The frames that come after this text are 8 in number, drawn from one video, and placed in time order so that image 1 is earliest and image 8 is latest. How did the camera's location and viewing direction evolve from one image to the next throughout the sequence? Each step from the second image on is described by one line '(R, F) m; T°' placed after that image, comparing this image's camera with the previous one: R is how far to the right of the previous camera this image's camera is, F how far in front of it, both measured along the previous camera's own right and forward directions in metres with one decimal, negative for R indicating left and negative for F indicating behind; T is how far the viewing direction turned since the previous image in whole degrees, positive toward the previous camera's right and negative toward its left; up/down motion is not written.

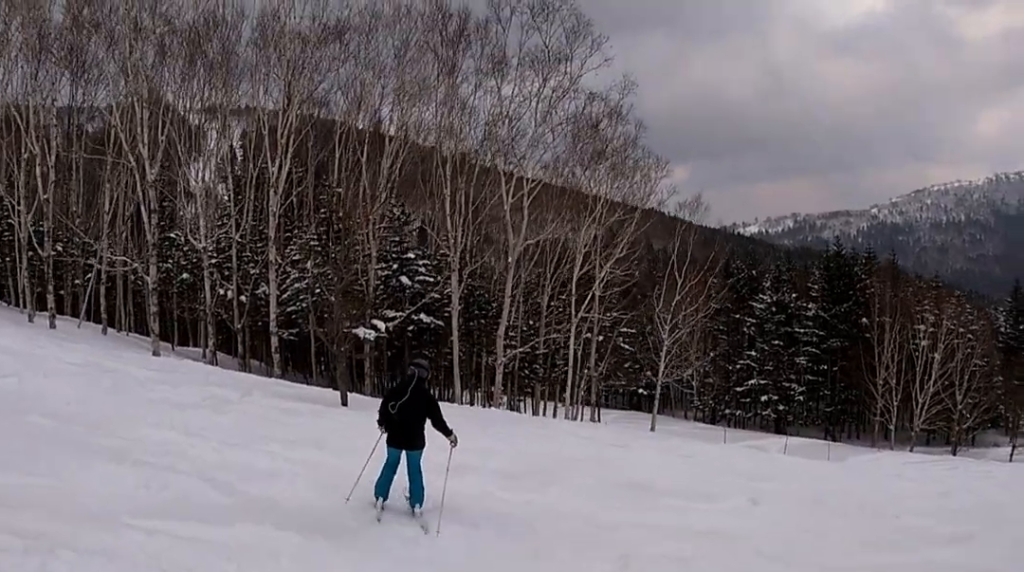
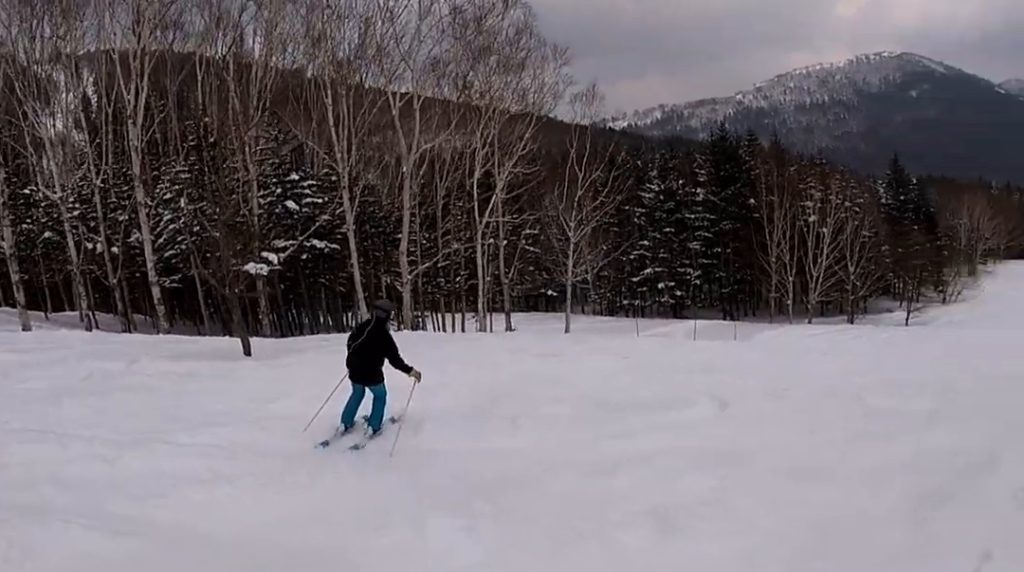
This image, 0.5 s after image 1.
(+0.3, +2.1) m; +12°
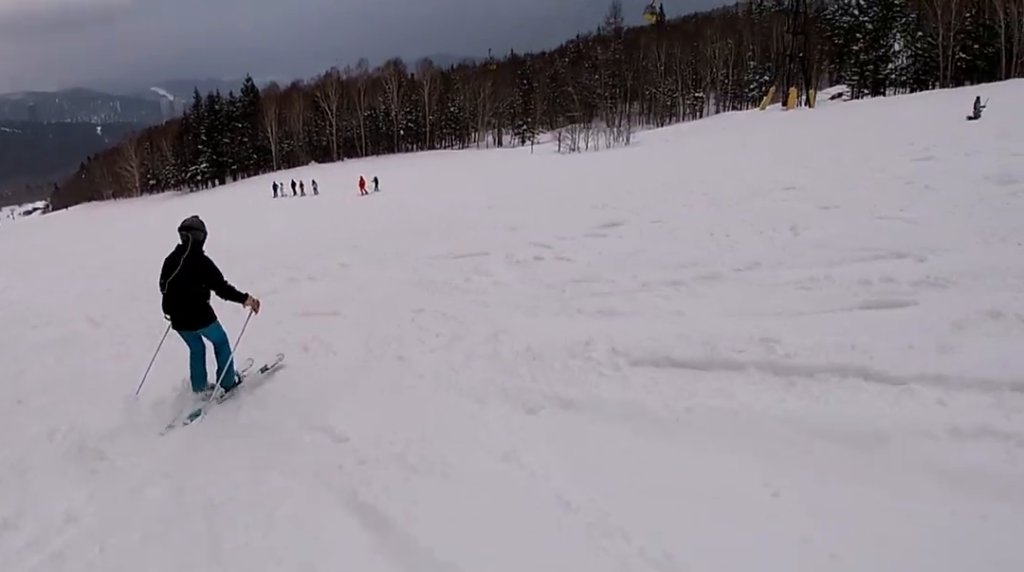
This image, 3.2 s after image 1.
(+8.7, +6.8) m; +90°
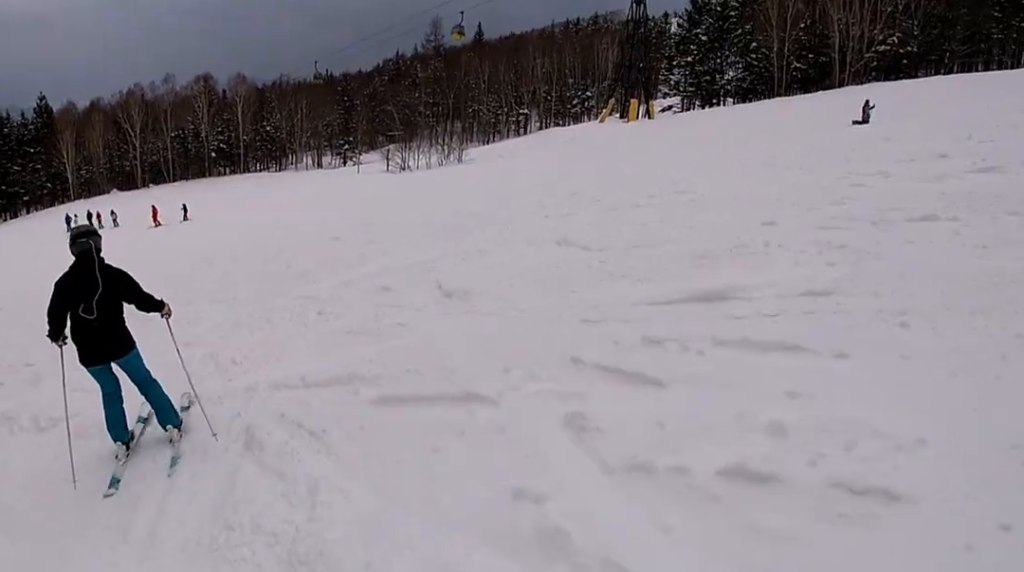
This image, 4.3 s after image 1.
(+1.3, +6.5) m; +9°
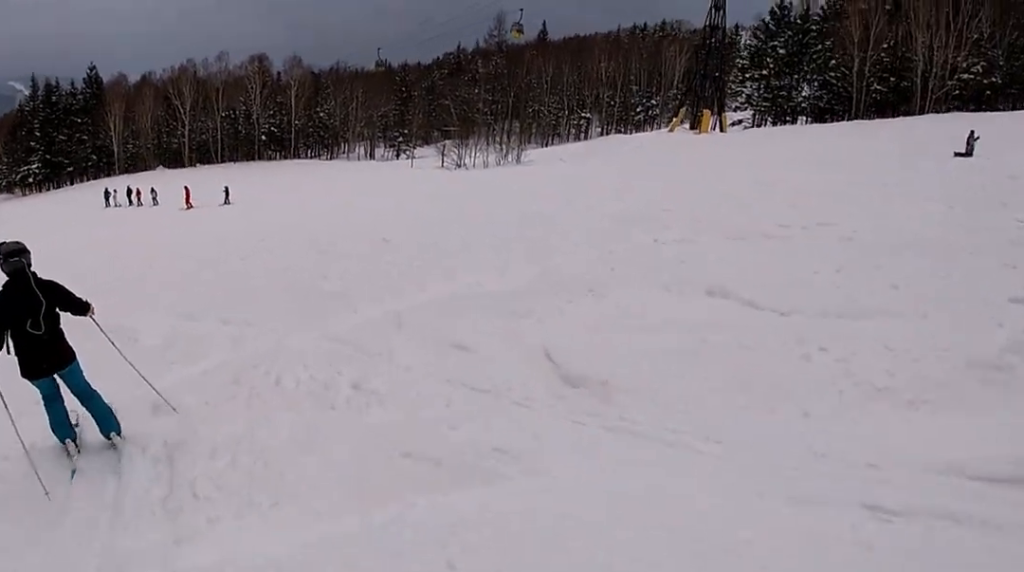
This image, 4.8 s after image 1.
(+0.6, +2.8) m; -4°
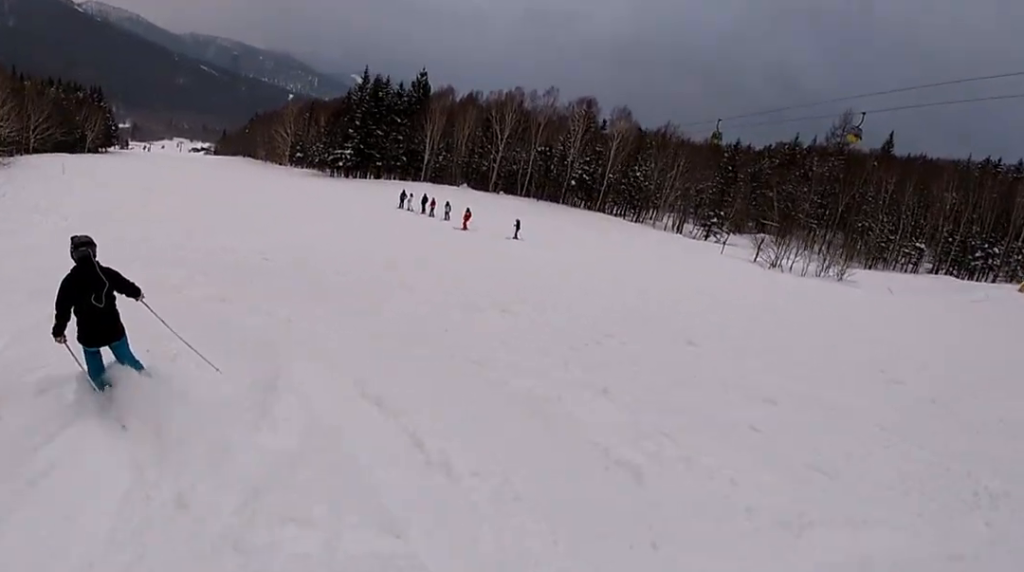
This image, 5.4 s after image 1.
(-1.2, +4.0) m; -23°
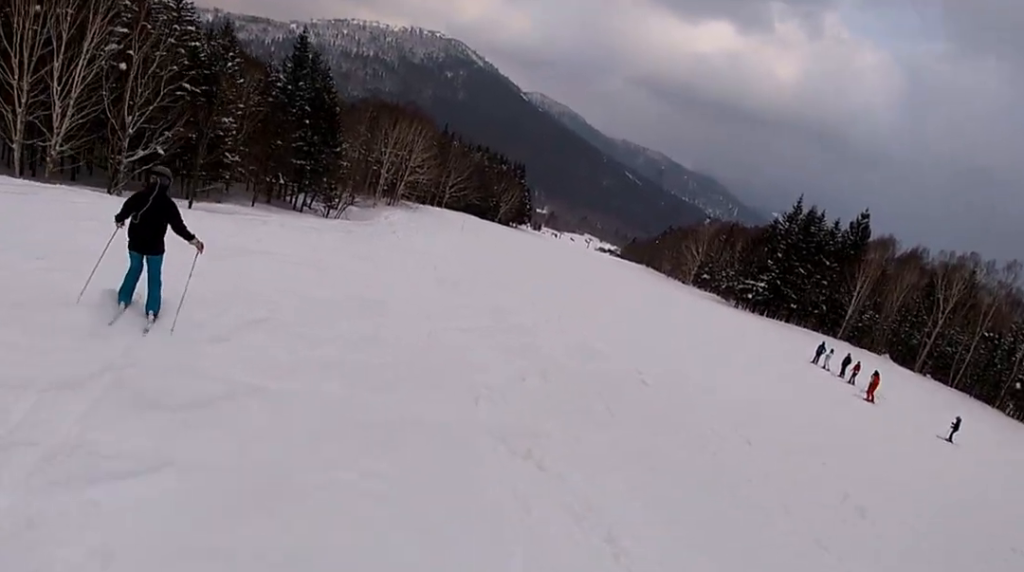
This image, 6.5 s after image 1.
(-2.1, +6.9) m; -30°
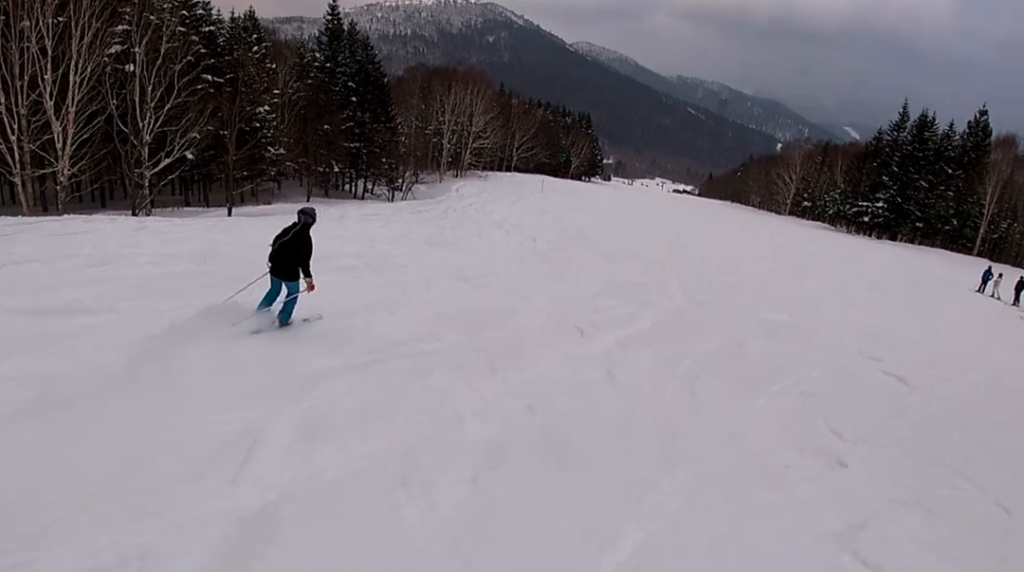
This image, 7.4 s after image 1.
(-1.4, +6.7) m; -5°
